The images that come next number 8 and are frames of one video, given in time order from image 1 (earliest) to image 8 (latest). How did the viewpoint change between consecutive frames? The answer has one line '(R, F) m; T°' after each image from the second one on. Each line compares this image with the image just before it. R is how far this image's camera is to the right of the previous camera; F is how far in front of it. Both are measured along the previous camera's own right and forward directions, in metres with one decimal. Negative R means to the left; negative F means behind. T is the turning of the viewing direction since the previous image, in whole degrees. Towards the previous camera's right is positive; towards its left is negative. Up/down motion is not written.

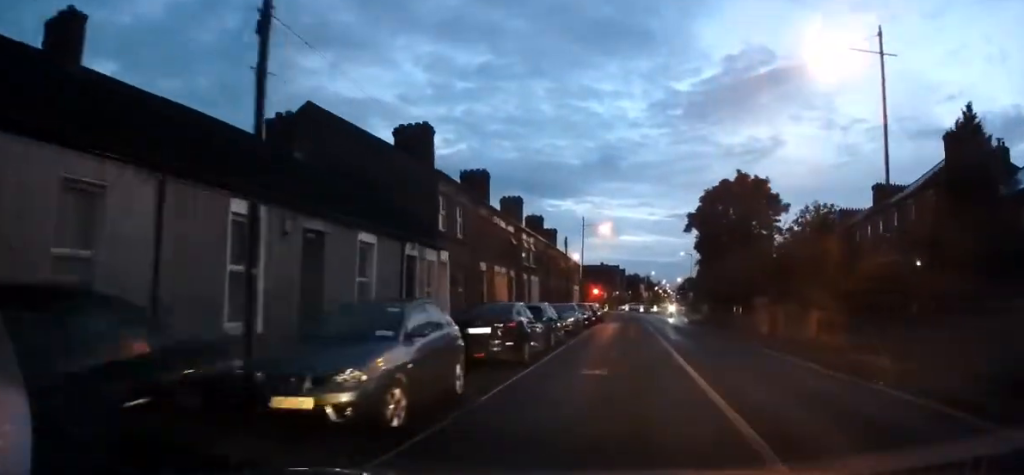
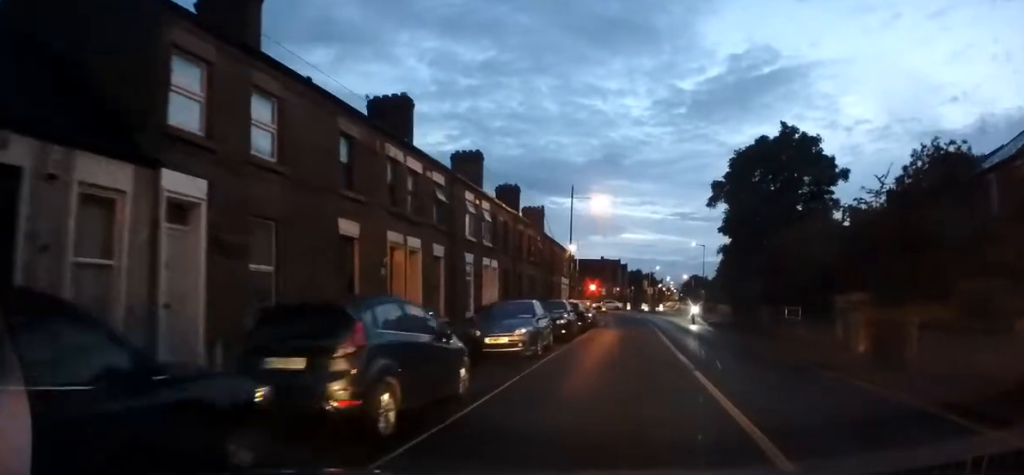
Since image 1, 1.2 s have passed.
(+0.6, +13.0) m; +1°
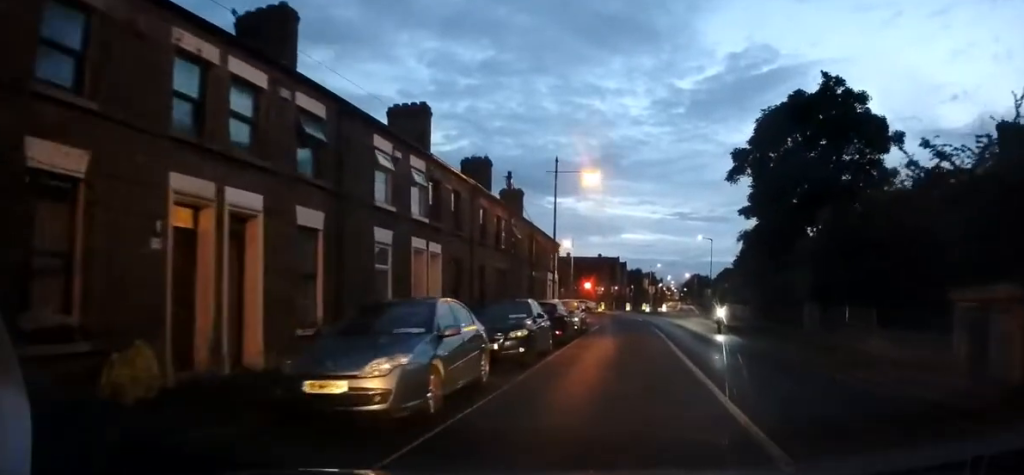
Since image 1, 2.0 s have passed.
(-0.4, +8.4) m; 0°
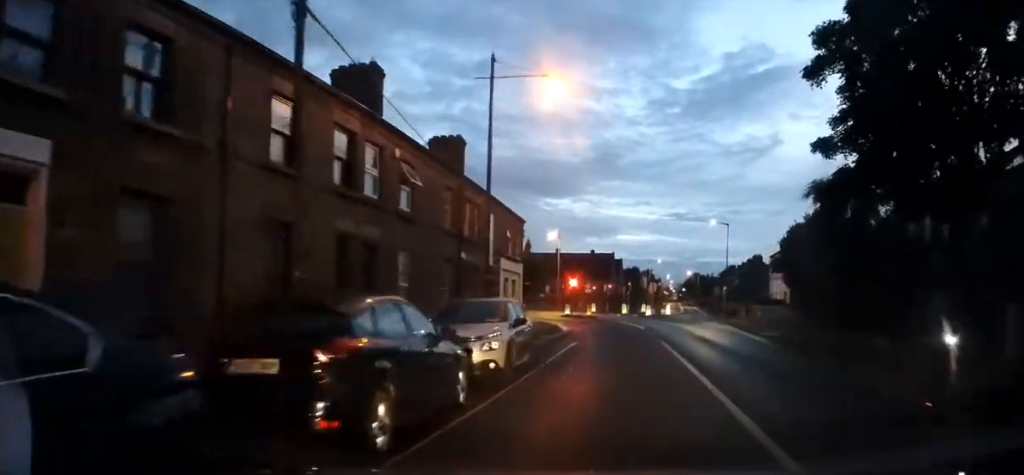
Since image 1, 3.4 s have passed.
(+0.3, +14.4) m; 0°
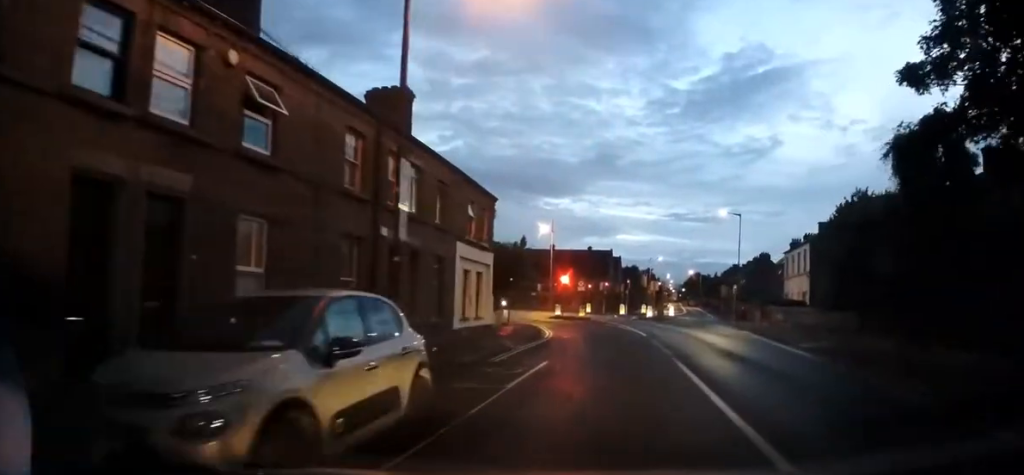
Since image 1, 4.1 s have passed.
(-0.4, +6.9) m; 0°
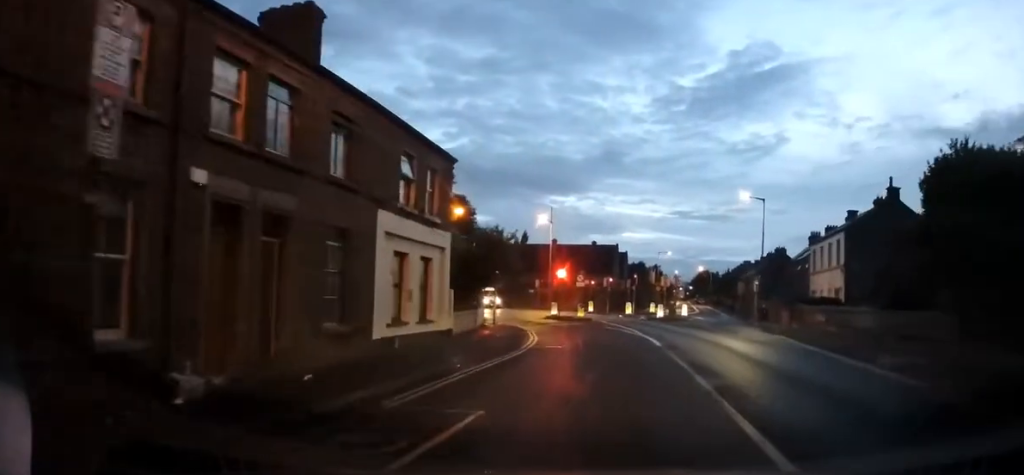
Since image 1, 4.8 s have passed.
(+0.2, +7.0) m; 0°
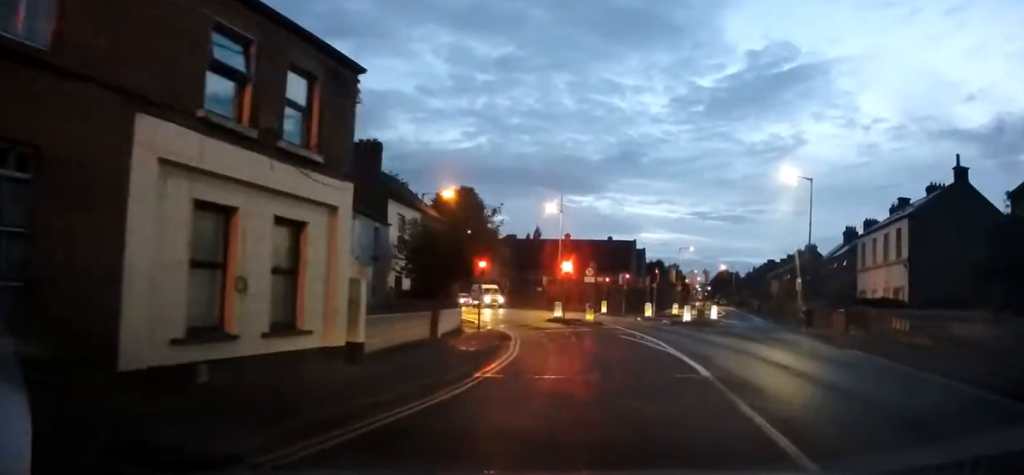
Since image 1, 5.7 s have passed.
(0.0, +7.8) m; -3°
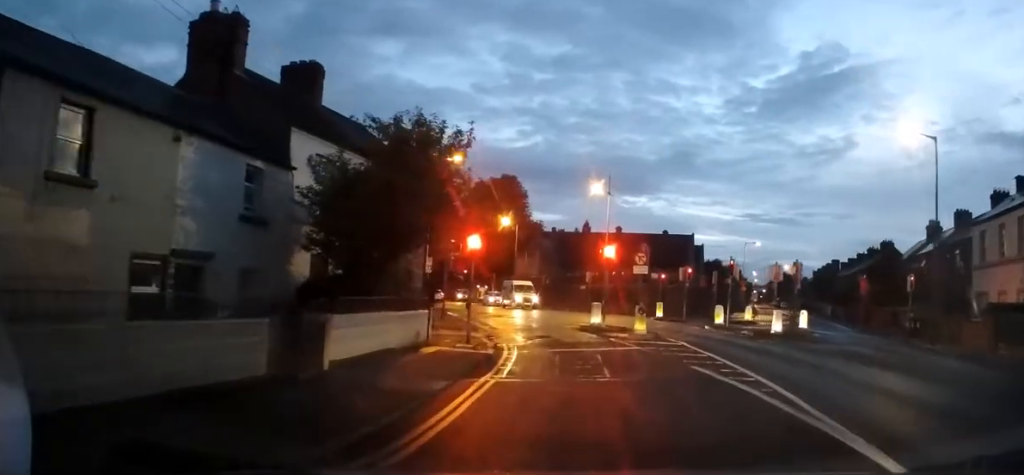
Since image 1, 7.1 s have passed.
(-0.7, +10.6) m; -6°
